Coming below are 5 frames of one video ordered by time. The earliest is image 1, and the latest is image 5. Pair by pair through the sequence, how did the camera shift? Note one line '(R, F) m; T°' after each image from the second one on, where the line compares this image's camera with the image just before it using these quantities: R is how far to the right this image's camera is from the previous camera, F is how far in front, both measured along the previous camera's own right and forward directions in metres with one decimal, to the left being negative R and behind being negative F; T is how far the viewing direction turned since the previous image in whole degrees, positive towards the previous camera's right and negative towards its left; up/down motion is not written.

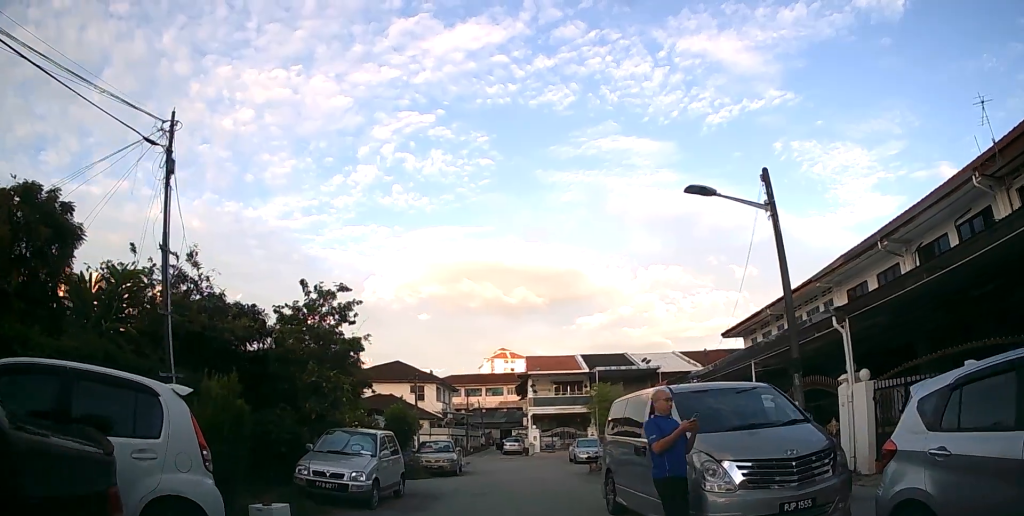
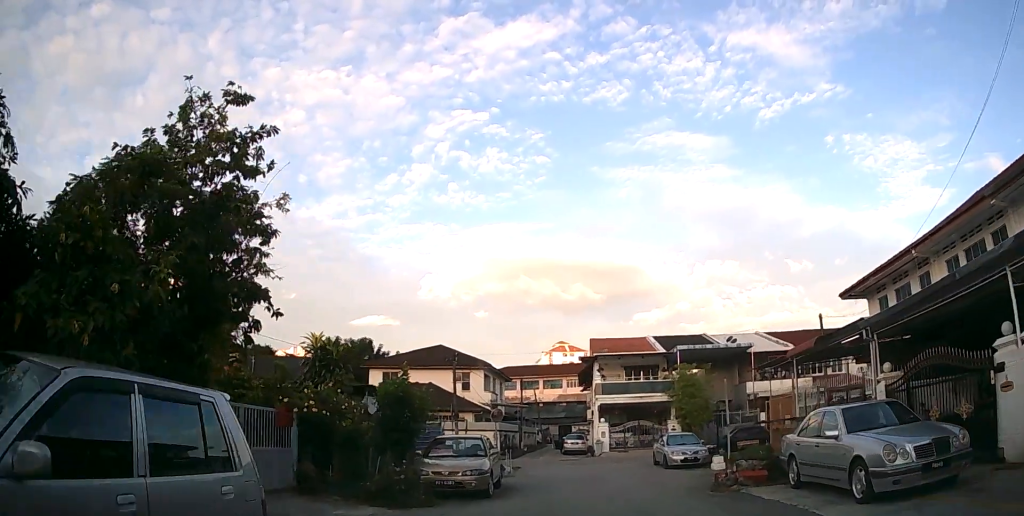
(-0.3, +9.2) m; -2°
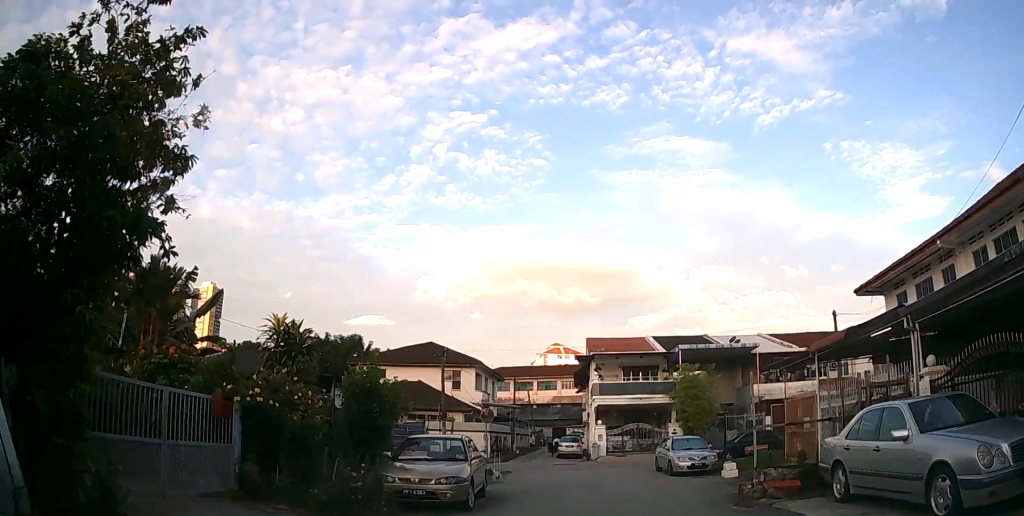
(0.0, +1.9) m; 0°
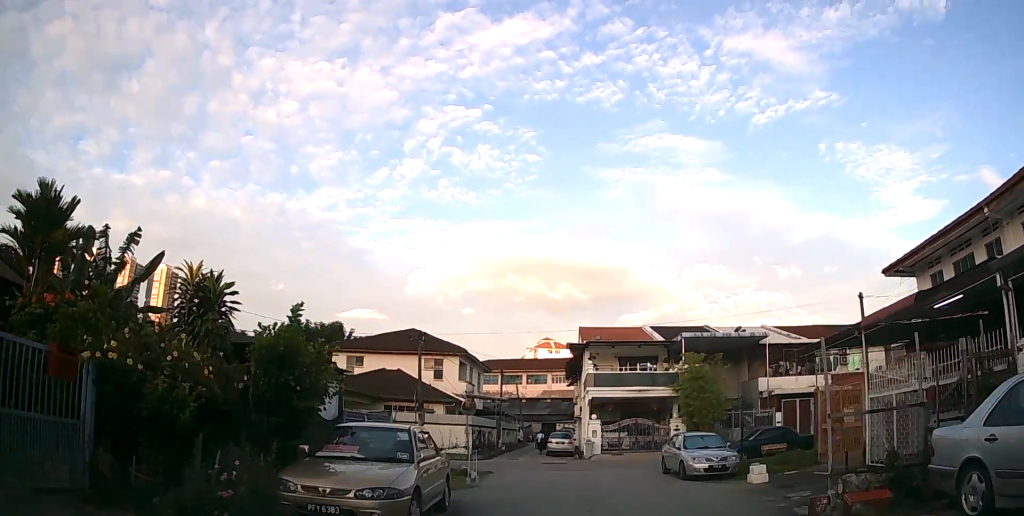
(0.0, +3.2) m; +1°
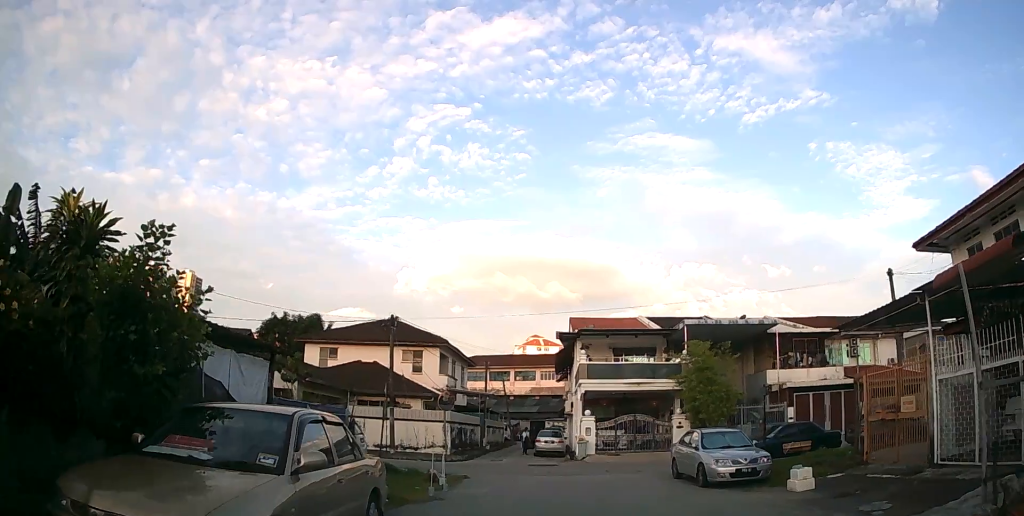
(+0.1, +3.0) m; +1°
